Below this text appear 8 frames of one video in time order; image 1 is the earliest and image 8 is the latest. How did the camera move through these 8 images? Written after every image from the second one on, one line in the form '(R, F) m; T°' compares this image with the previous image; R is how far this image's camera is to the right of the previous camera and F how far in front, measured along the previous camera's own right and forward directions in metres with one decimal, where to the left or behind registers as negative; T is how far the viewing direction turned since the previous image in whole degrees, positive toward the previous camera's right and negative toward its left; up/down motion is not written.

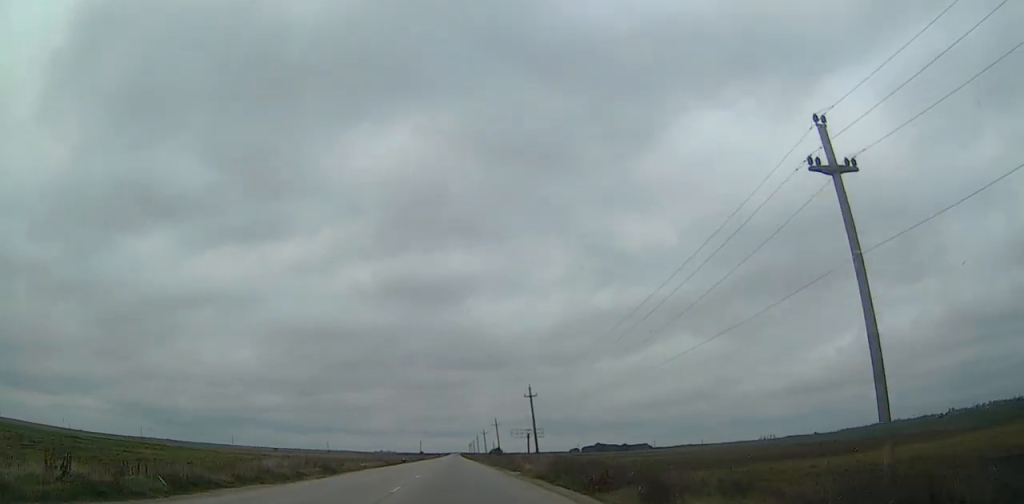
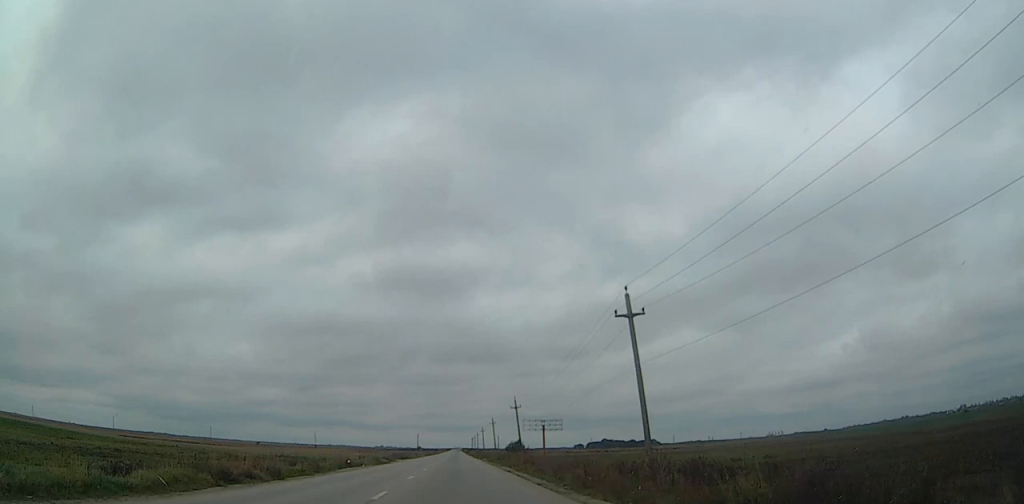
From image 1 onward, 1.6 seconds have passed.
(-0.2, +49.7) m; 0°
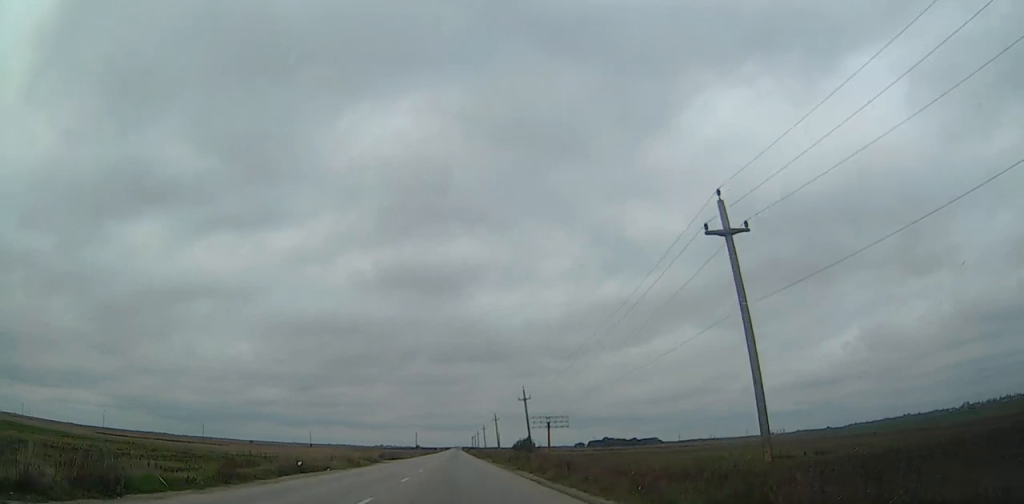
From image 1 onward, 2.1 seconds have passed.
(+0.1, +14.5) m; 0°
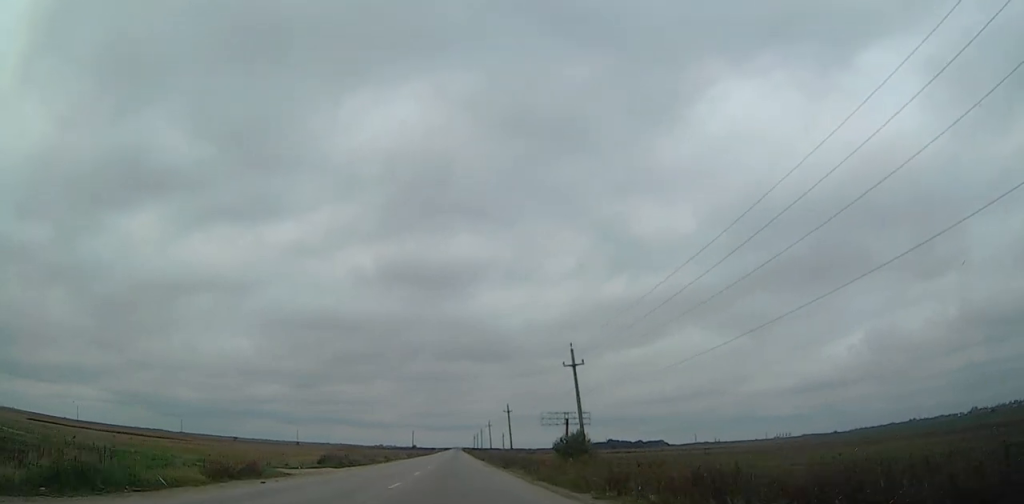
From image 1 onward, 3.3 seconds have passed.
(+0.1, +38.4) m; 0°
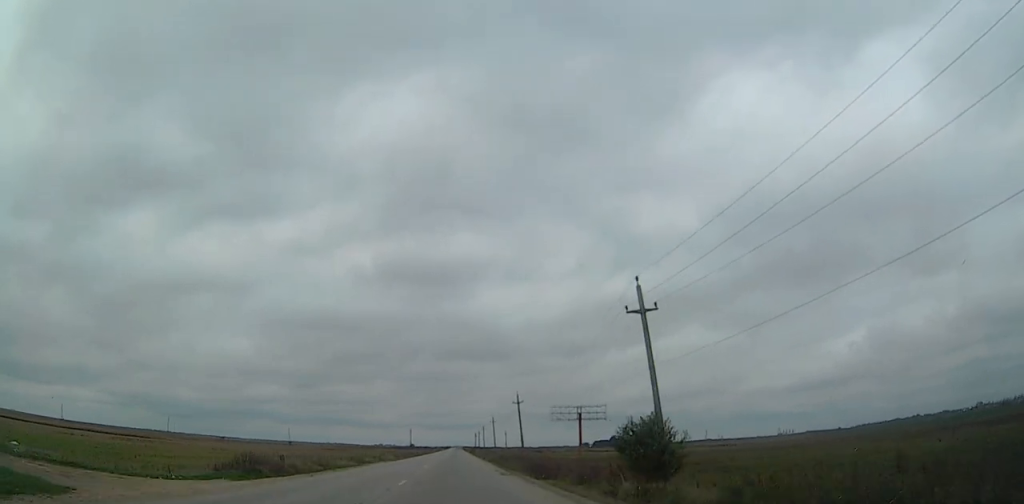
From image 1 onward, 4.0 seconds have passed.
(0.0, +20.7) m; 0°
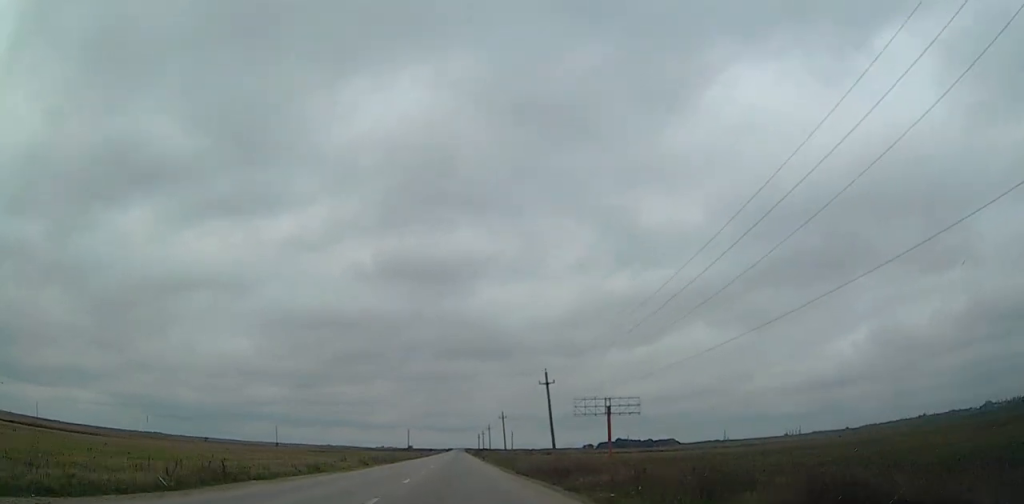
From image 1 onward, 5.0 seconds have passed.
(0.0, +31.8) m; 0°
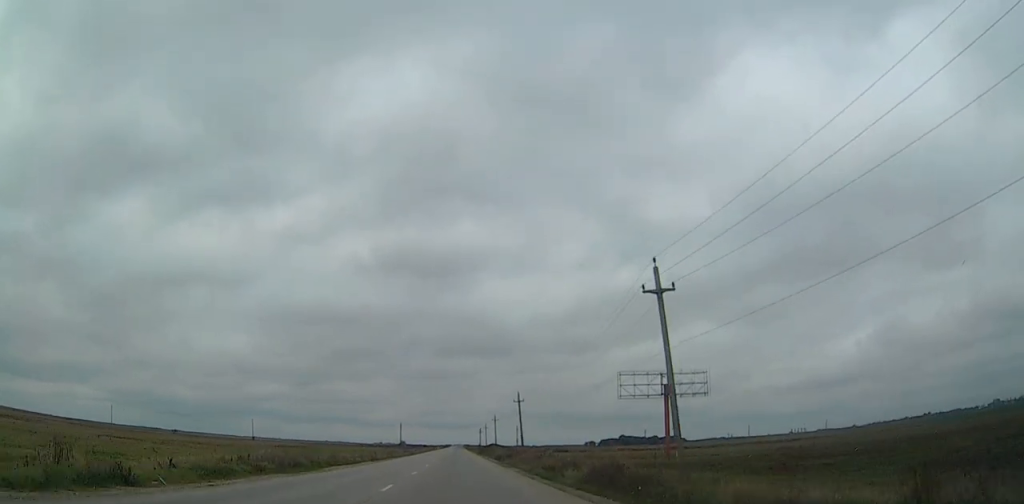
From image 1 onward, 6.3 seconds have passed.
(-0.1, +41.0) m; 0°
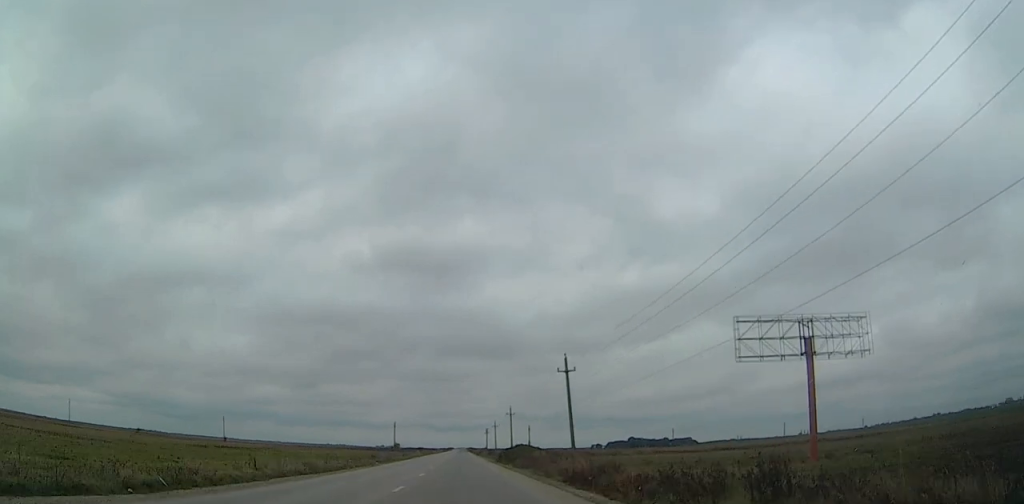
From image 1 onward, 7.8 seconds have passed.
(+0.2, +43.8) m; 0°
